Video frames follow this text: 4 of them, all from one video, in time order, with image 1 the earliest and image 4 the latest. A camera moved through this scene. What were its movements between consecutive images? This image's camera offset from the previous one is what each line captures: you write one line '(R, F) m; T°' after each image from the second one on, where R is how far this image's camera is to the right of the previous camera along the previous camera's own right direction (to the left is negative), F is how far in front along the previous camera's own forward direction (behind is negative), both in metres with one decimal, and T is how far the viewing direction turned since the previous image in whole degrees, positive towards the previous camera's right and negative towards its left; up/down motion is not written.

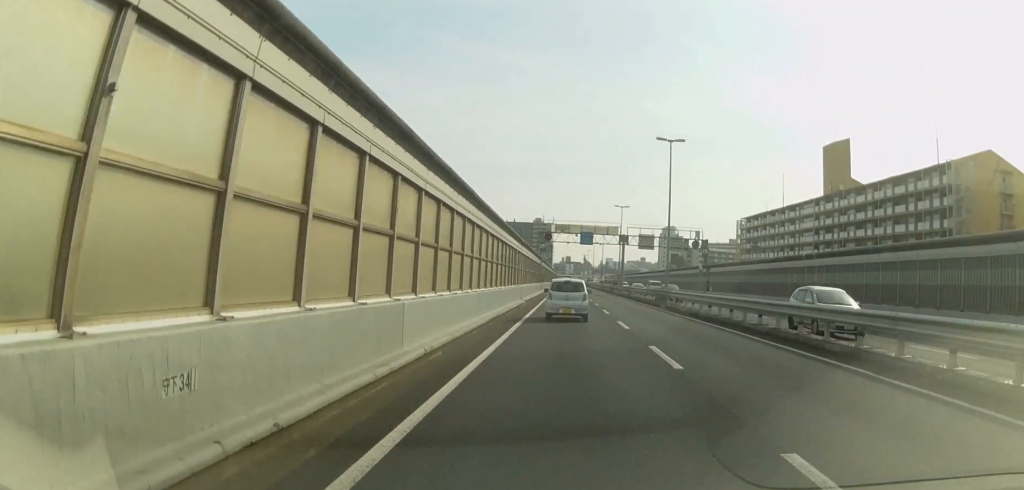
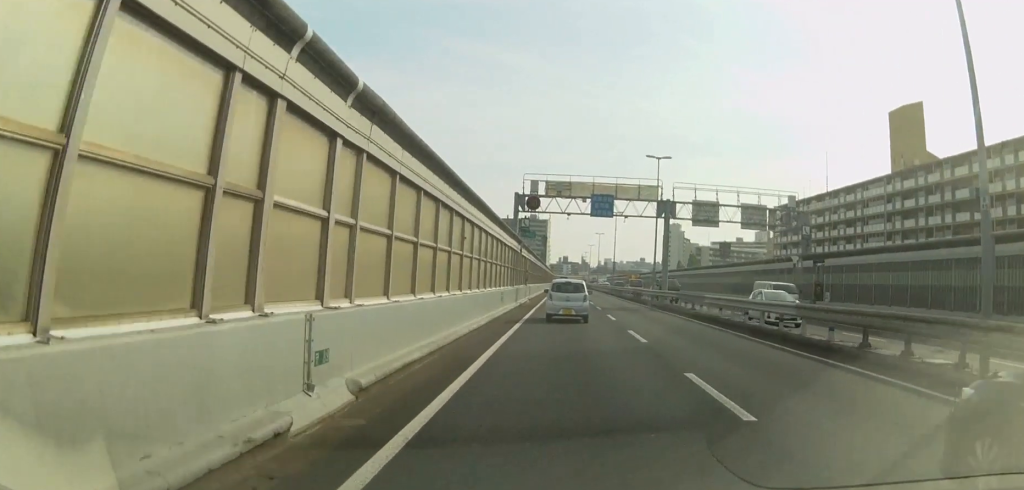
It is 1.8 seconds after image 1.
(-0.5, +34.2) m; 0°
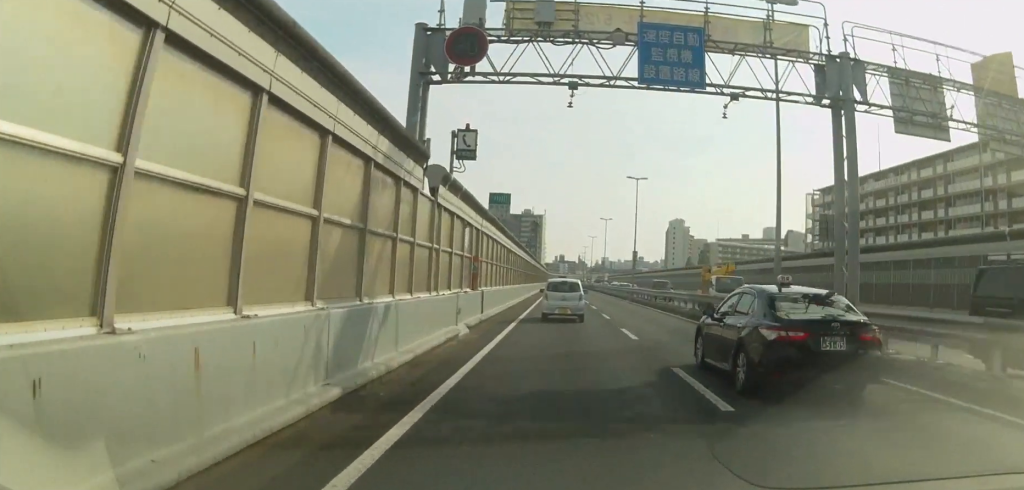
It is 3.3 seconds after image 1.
(0.0, +29.4) m; +1°
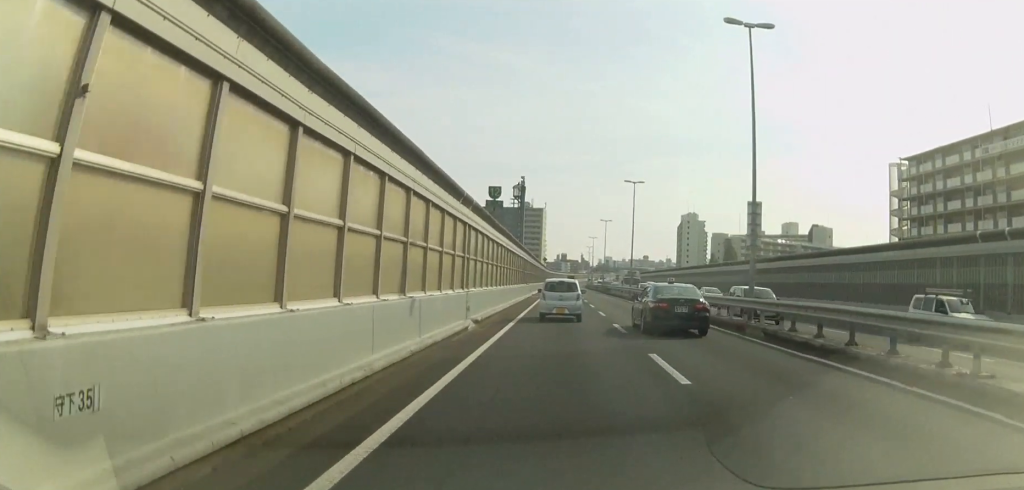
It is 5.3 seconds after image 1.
(+0.4, +37.6) m; 0°
